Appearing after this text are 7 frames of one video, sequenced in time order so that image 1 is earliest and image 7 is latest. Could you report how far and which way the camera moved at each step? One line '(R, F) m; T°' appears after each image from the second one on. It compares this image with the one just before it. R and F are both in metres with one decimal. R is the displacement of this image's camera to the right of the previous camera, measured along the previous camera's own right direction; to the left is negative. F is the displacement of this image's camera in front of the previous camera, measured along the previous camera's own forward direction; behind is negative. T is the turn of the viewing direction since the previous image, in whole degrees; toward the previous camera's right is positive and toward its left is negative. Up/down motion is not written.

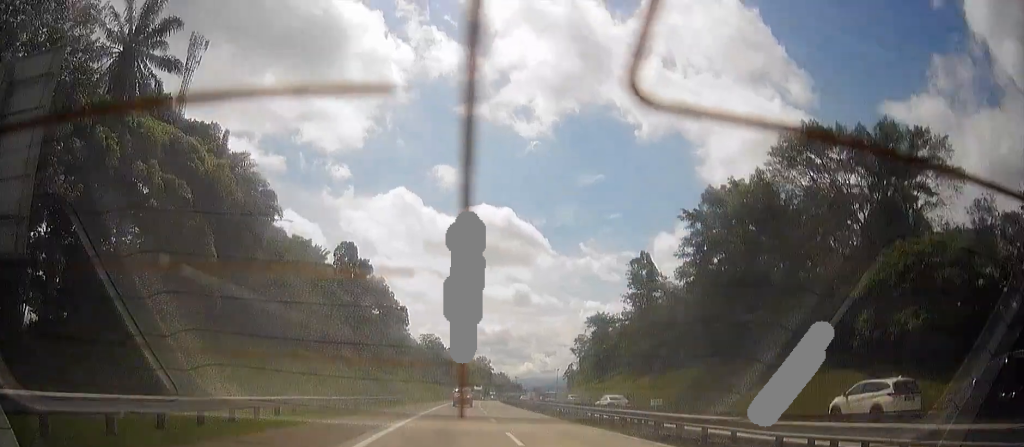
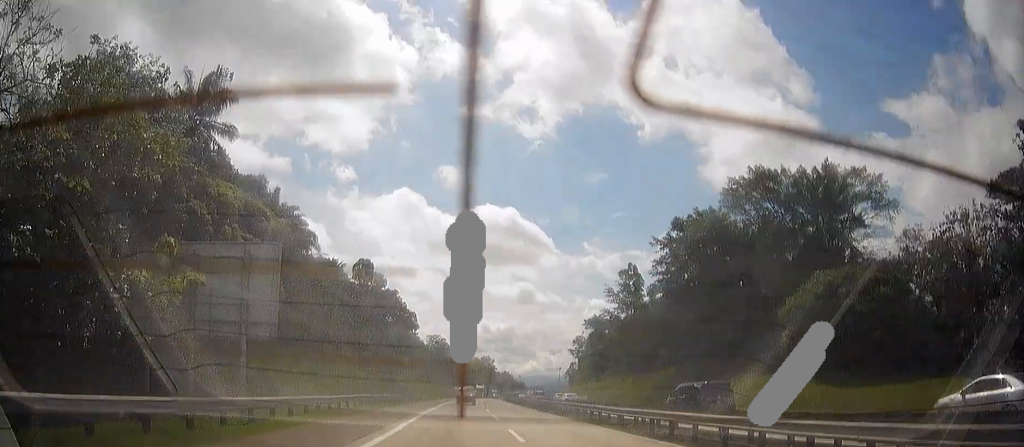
(+0.1, +13.1) m; +1°
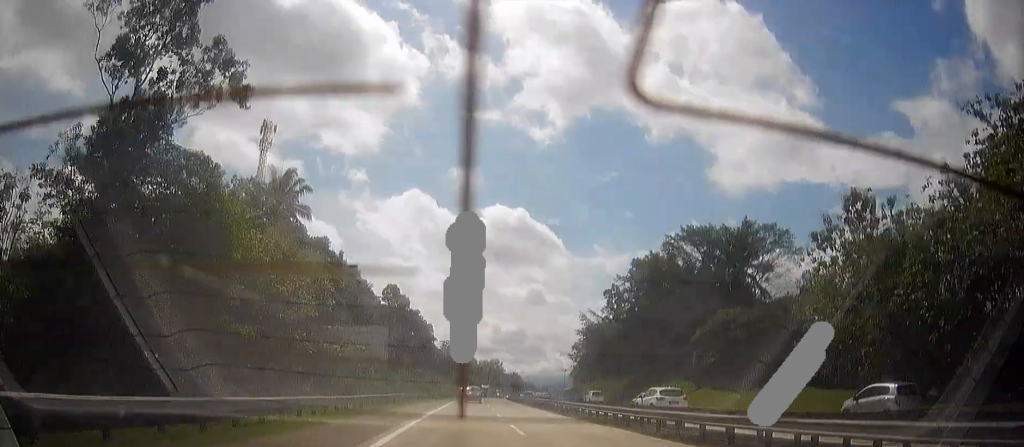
(+0.3, +27.5) m; +1°
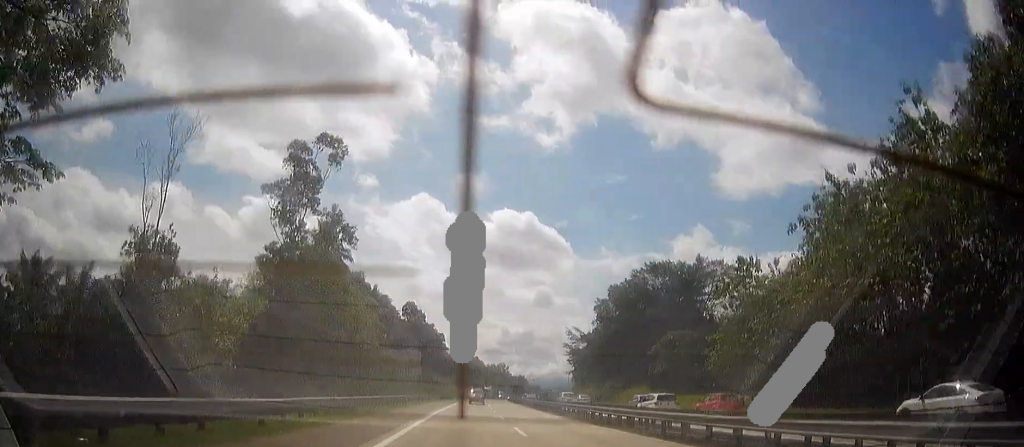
(+0.1, +21.5) m; +1°
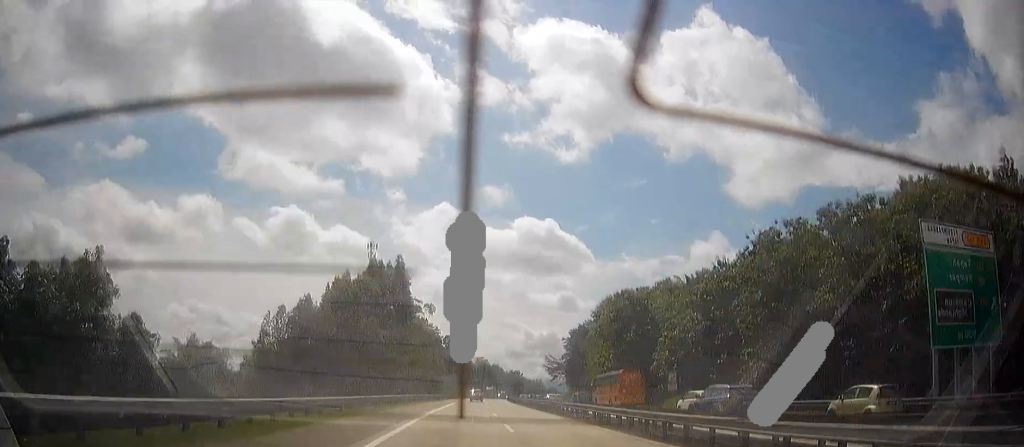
(+2.6, +87.1) m; +3°
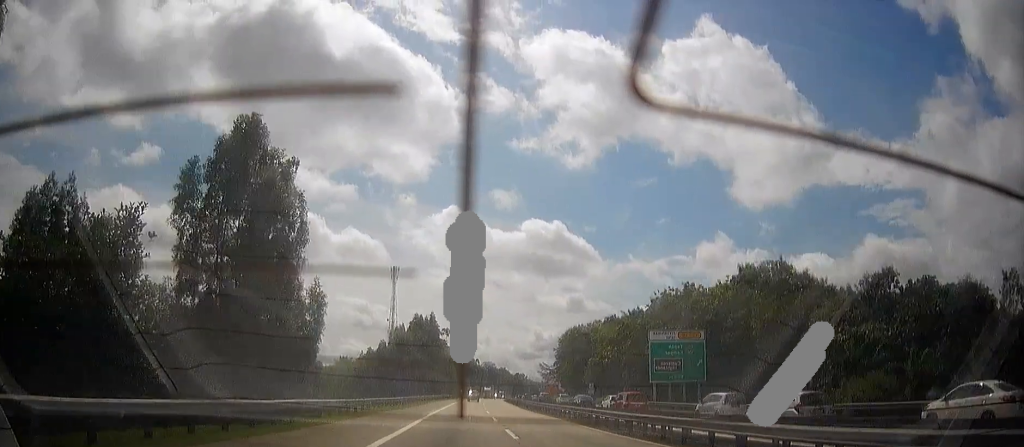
(+0.4, +46.4) m; +1°
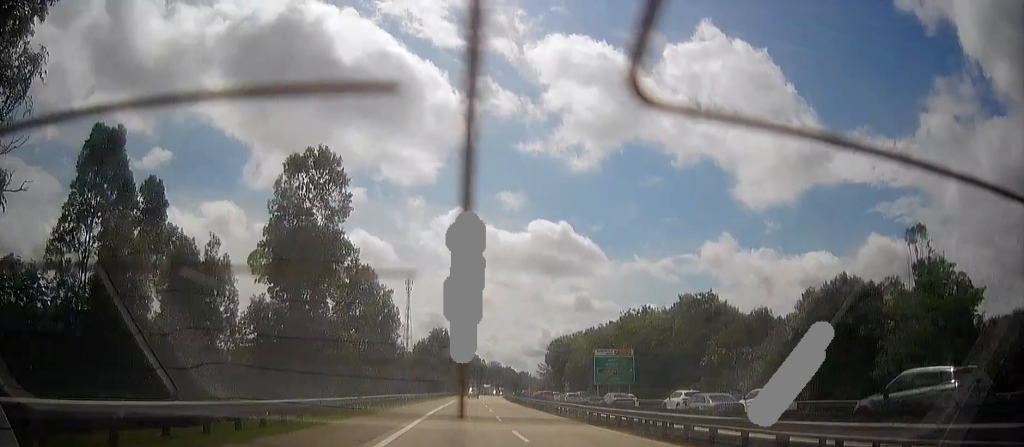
(+0.2, +34.5) m; +1°
